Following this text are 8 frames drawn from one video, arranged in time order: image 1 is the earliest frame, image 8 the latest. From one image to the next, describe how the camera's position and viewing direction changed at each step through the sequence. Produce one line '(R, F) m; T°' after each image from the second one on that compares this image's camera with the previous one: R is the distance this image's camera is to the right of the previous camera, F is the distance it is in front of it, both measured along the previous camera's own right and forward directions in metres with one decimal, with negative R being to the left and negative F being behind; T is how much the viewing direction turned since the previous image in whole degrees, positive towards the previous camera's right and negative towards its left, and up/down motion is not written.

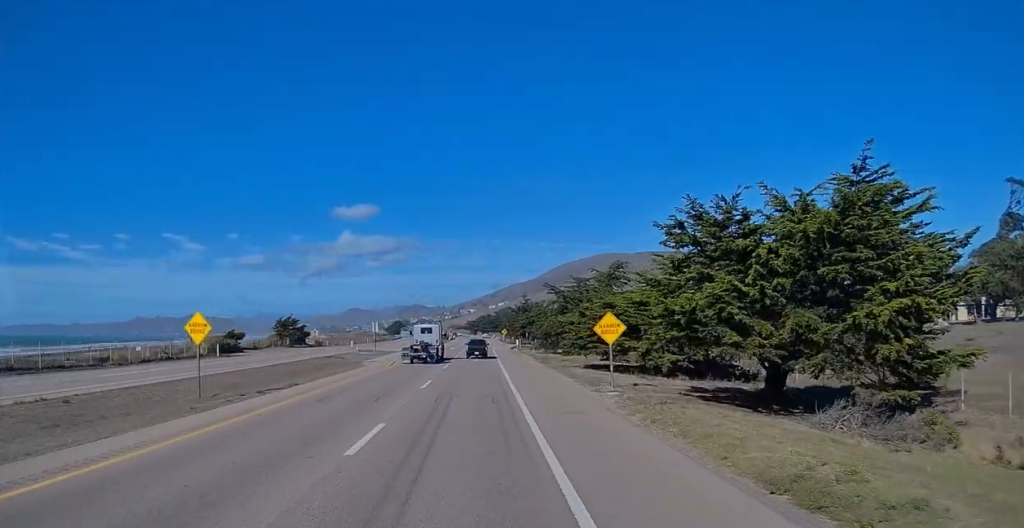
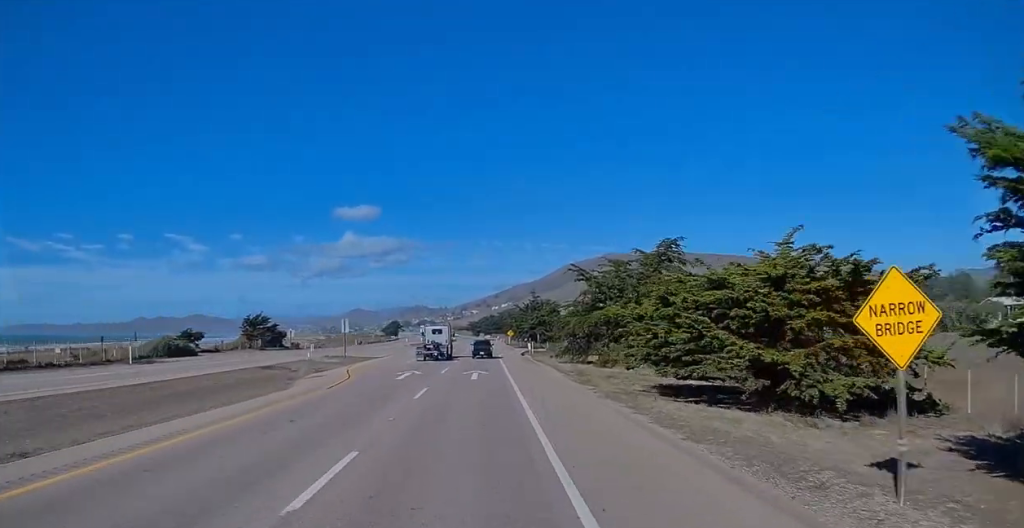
(0.0, +18.4) m; 0°
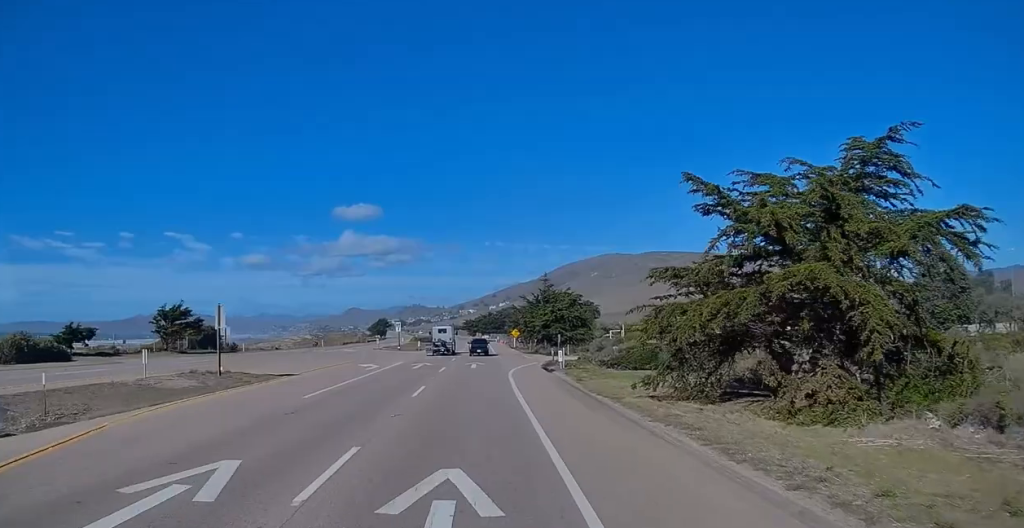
(+0.4, +28.4) m; +1°
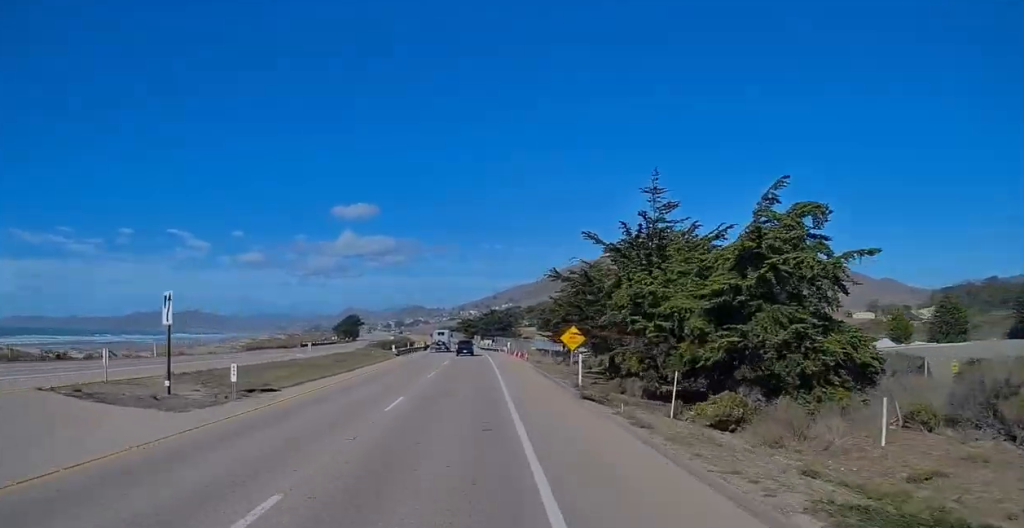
(-0.9, +64.1) m; 0°
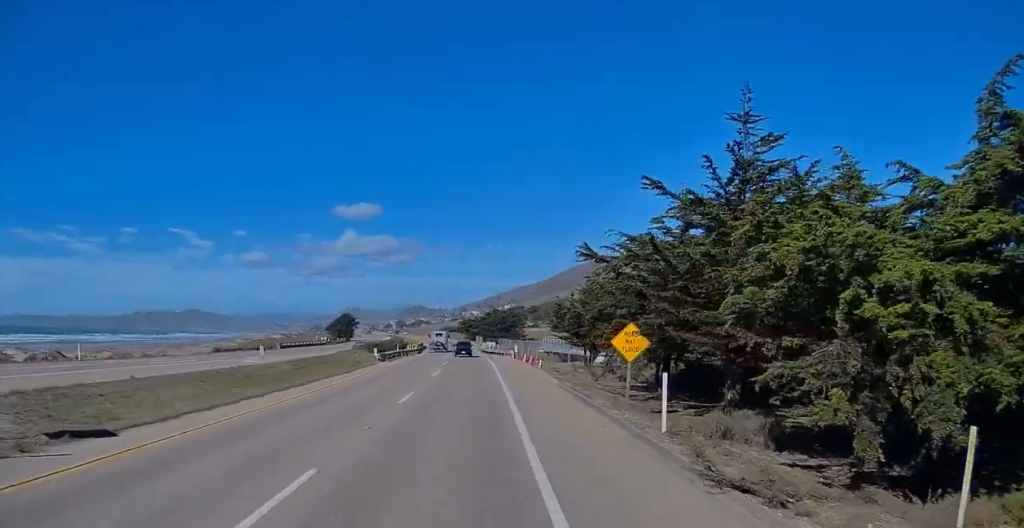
(+0.3, +12.3) m; 0°
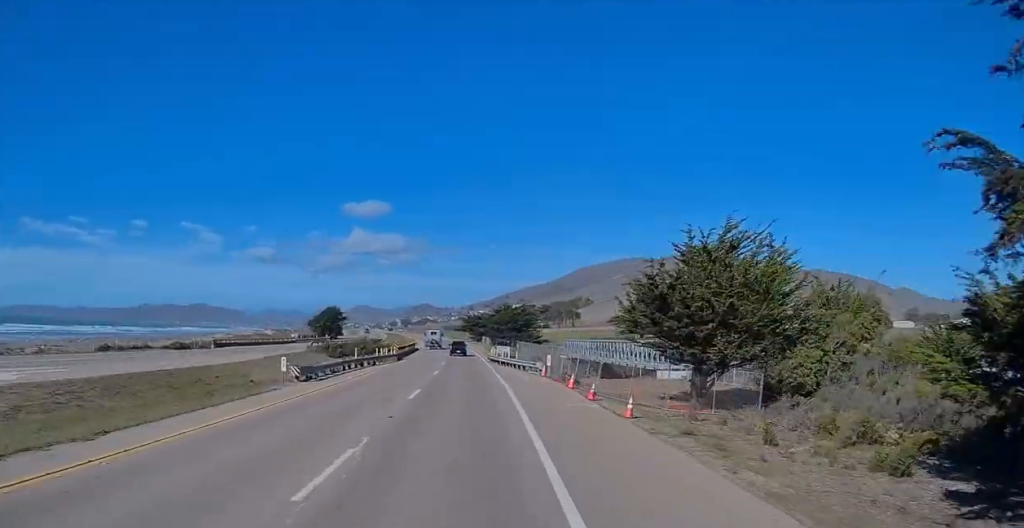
(-0.2, +26.4) m; -2°
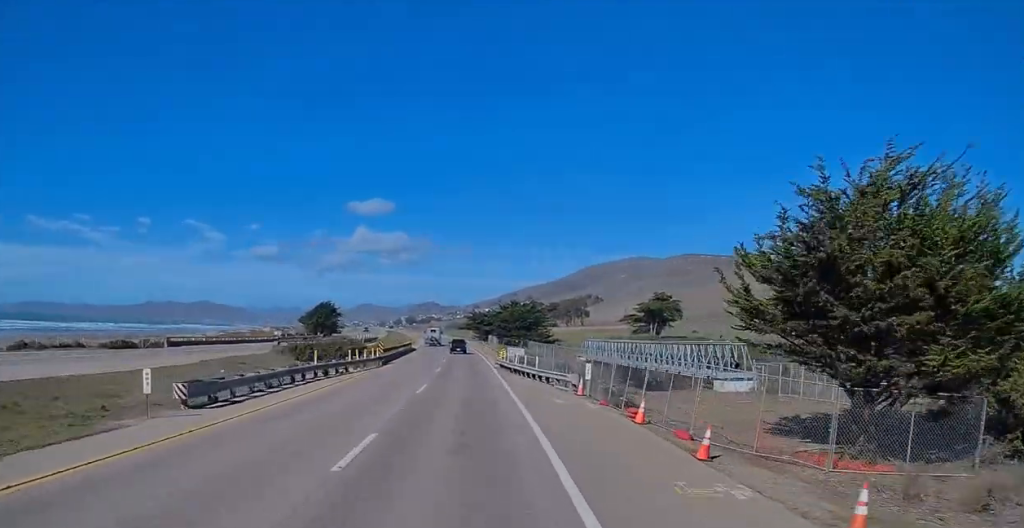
(-0.2, +12.8) m; -1°
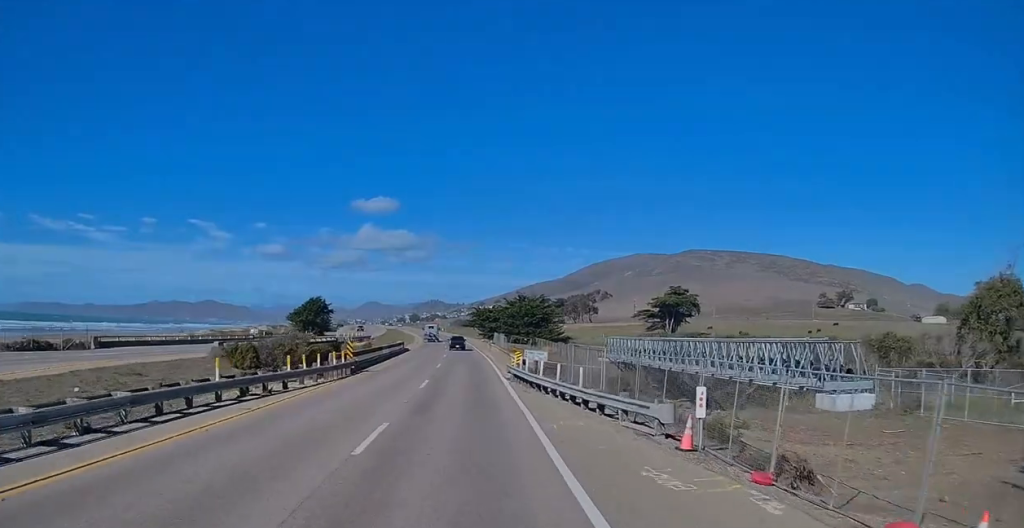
(-0.2, +14.1) m; 0°
